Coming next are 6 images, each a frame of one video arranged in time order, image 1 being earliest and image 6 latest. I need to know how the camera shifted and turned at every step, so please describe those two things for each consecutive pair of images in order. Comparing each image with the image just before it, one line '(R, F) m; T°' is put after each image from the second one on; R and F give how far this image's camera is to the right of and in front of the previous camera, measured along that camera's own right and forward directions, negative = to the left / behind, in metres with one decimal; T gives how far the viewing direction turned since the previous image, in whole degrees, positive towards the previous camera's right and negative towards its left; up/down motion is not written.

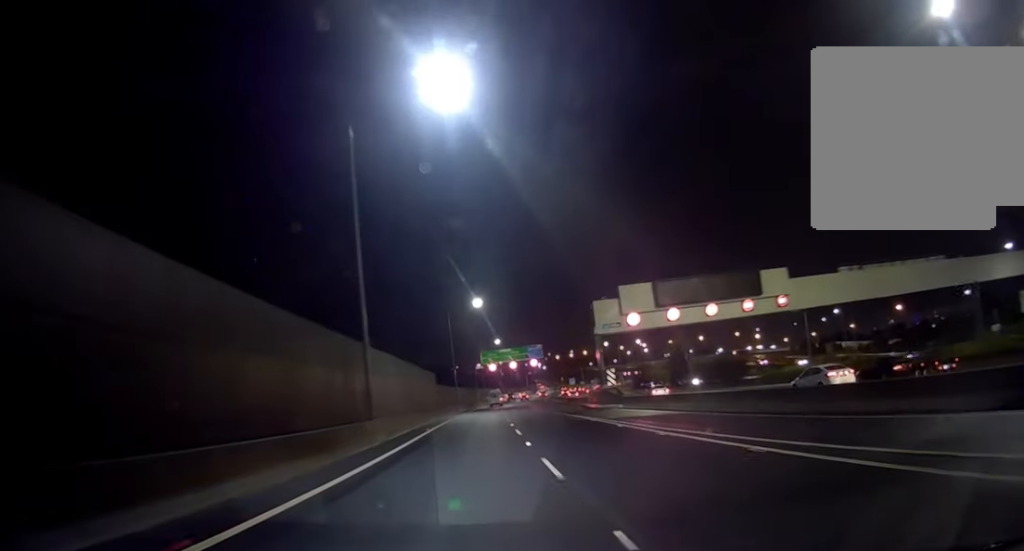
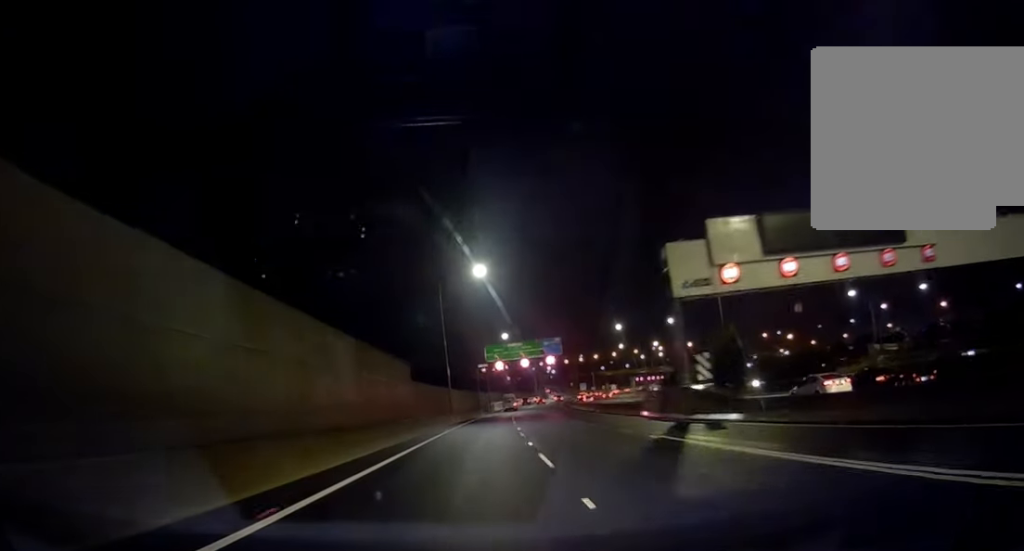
(-1.1, +21.0) m; -1°
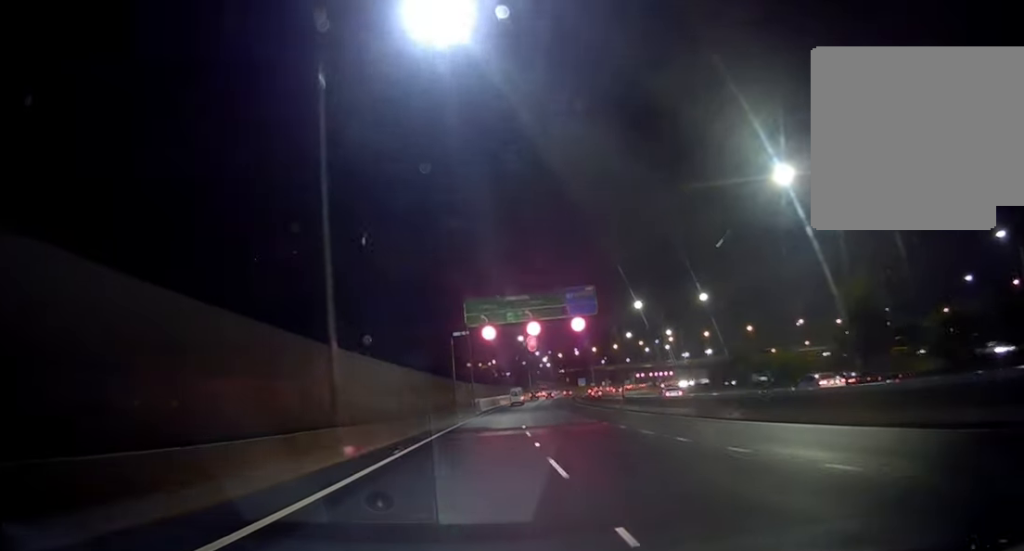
(+0.1, +36.9) m; 0°
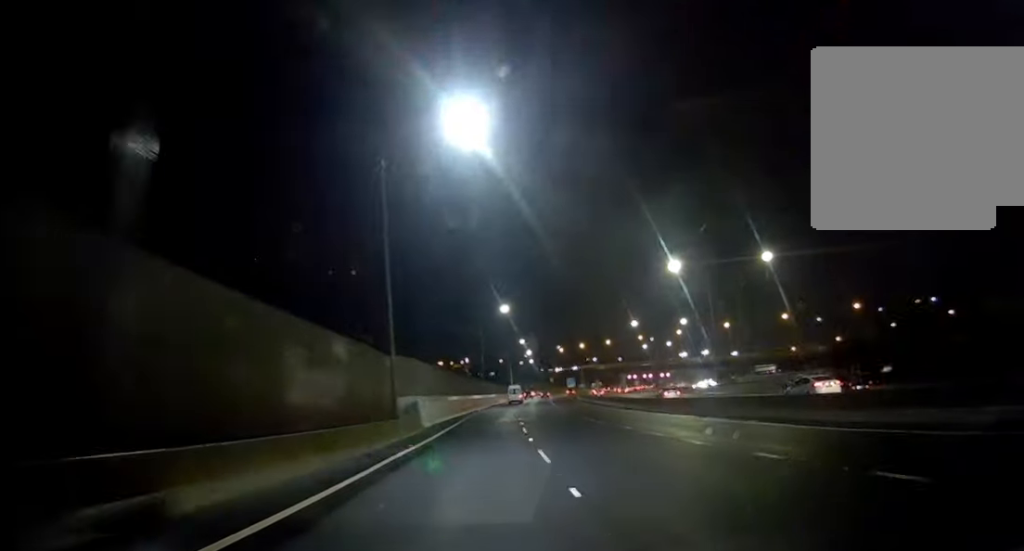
(+1.2, +44.1) m; +2°
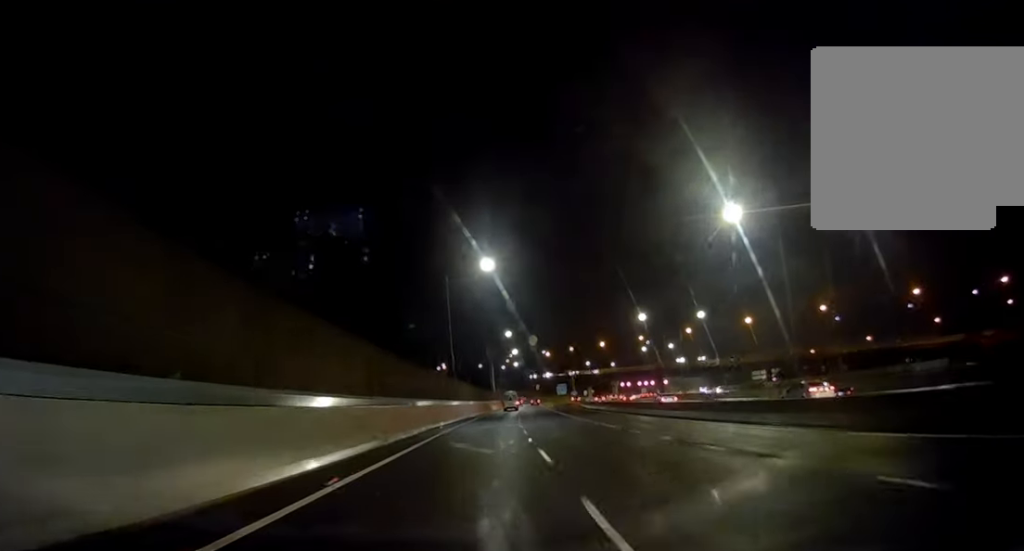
(-0.2, +32.7) m; -1°
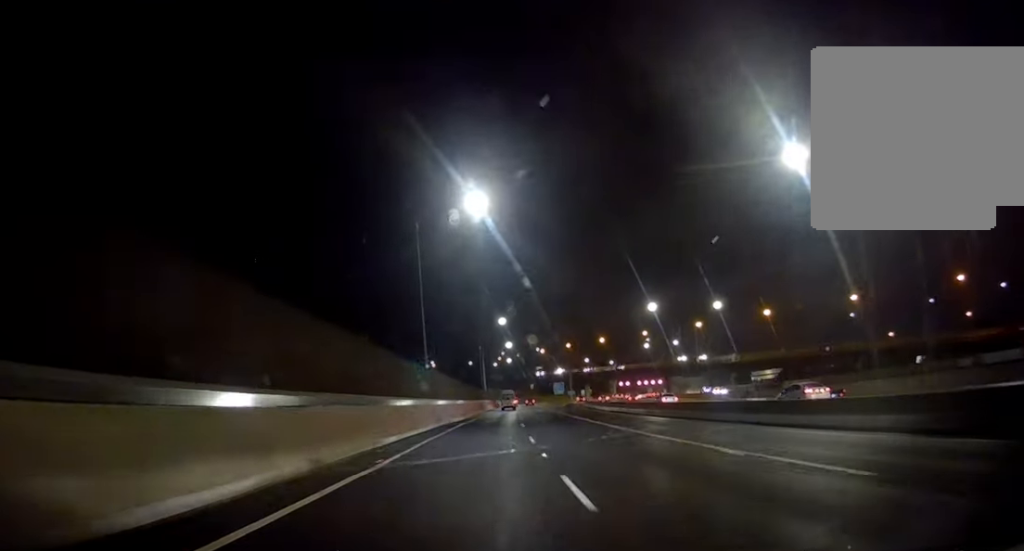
(-0.4, +17.3) m; +2°
